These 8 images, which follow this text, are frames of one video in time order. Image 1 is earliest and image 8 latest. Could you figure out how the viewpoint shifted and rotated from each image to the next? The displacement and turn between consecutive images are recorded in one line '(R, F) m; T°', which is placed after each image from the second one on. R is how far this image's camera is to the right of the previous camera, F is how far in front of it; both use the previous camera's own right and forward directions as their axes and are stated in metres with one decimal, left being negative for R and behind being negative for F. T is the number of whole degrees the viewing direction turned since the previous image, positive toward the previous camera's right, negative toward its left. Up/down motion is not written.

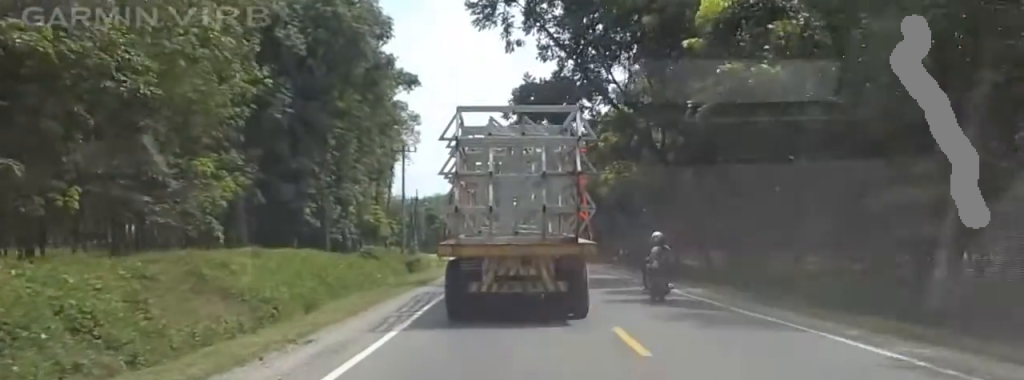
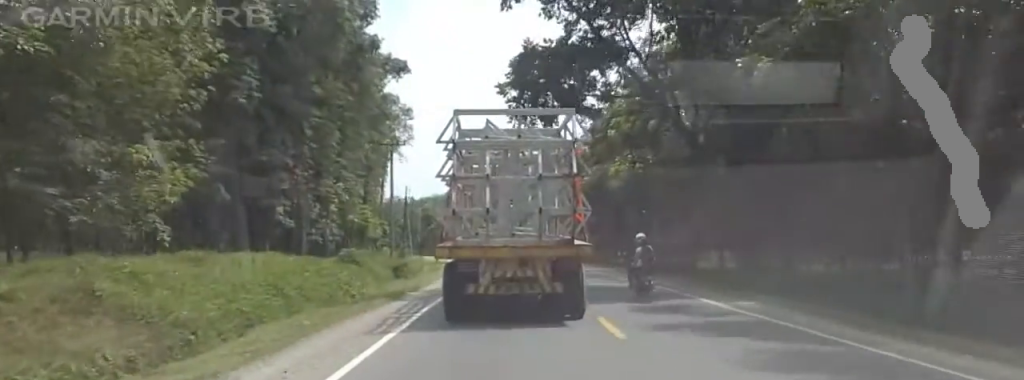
(0.0, +6.4) m; 0°
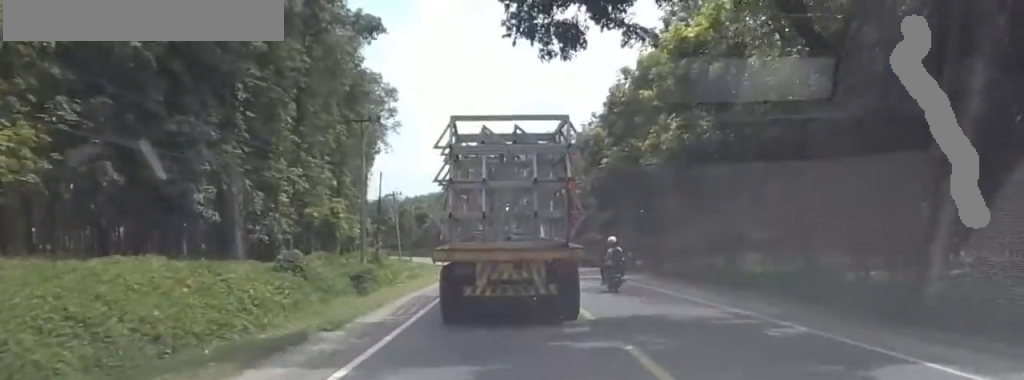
(0.0, +12.7) m; 0°
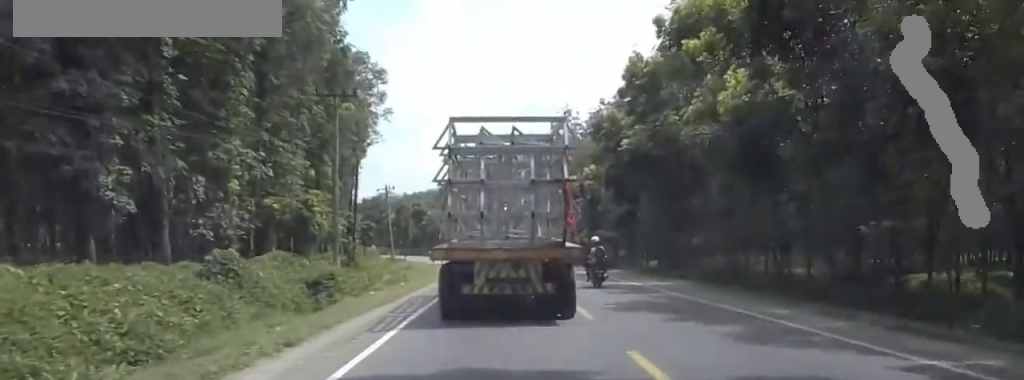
(0.0, +8.7) m; +1°
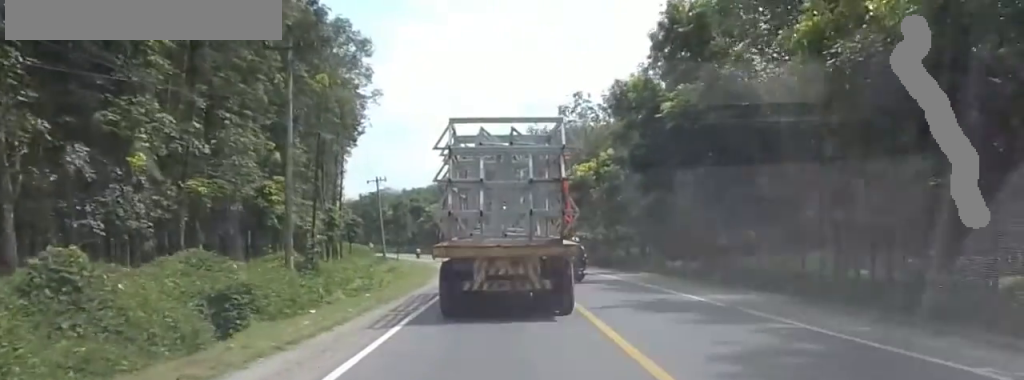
(-0.1, +10.6) m; +2°
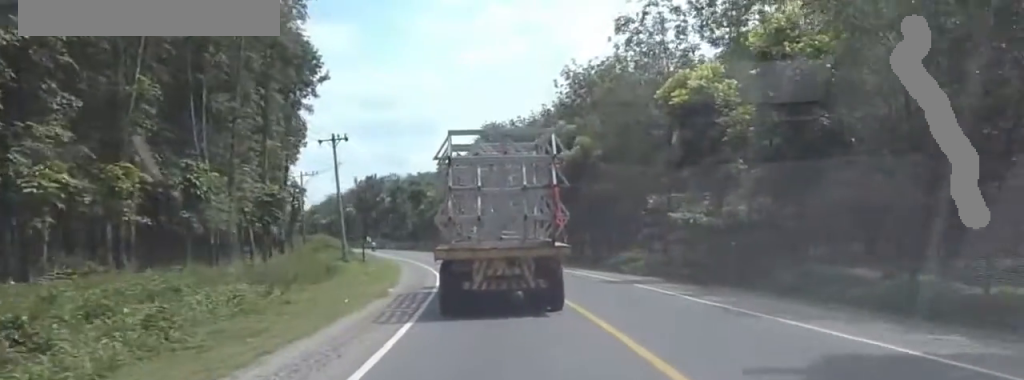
(-3.4, +37.1) m; -7°
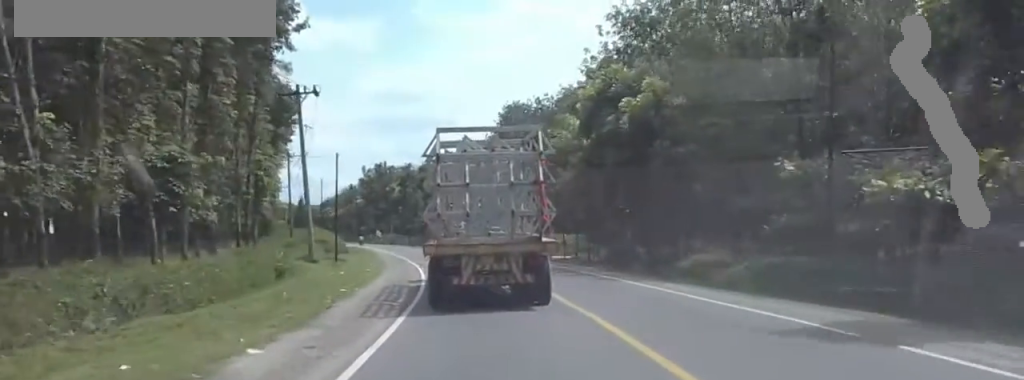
(+0.7, +18.7) m; +2°
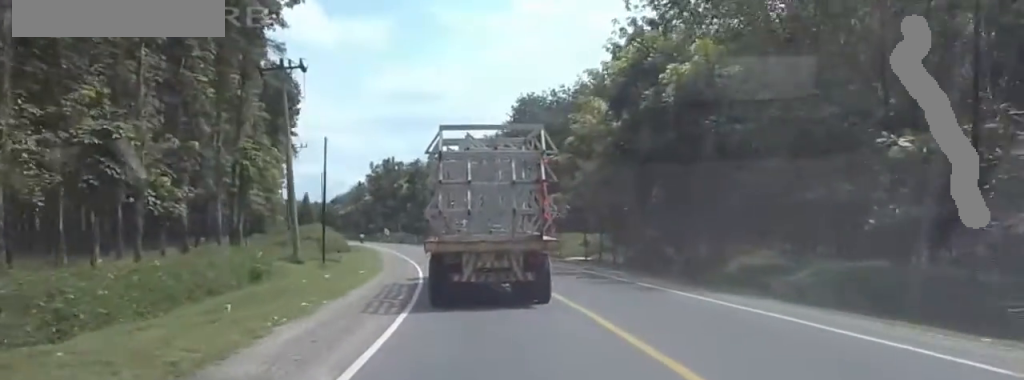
(0.0, +6.6) m; 0°
